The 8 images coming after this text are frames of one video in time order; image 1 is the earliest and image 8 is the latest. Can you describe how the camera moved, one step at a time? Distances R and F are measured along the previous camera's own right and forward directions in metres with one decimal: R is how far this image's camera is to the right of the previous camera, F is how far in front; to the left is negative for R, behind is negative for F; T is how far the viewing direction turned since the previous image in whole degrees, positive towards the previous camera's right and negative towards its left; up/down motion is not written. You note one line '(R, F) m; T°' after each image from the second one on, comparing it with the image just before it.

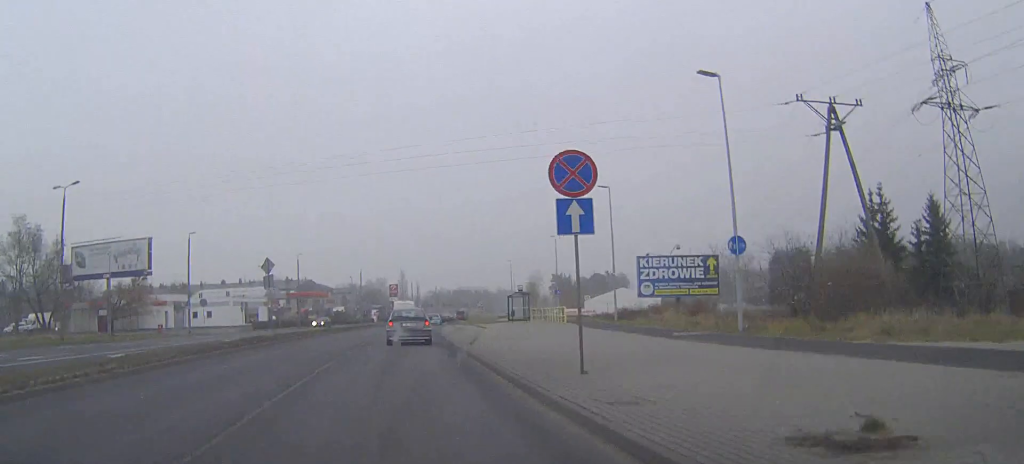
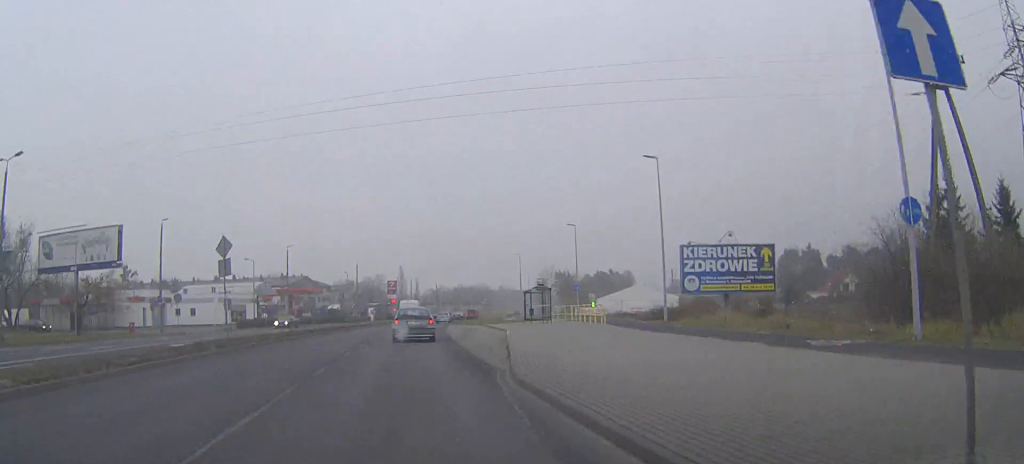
(-0.2, +8.5) m; -1°
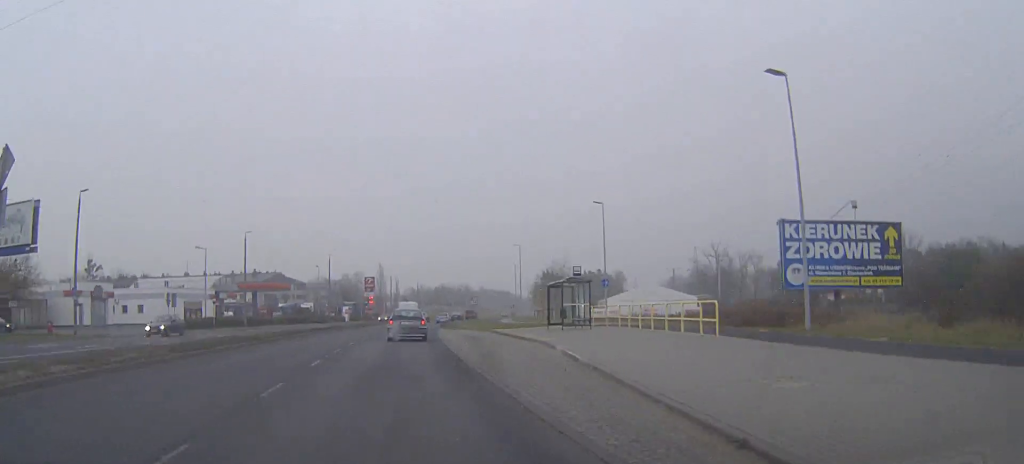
(0.0, +14.8) m; +1°
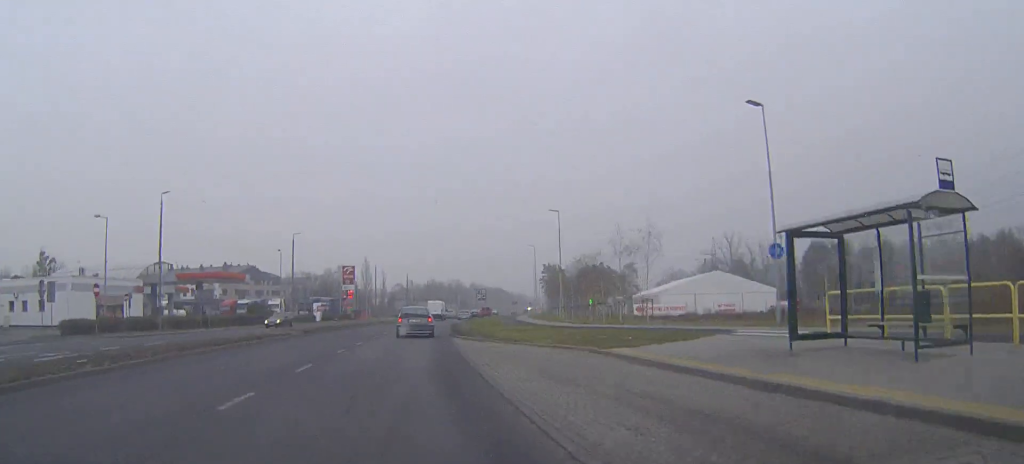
(+0.4, +25.1) m; +2°
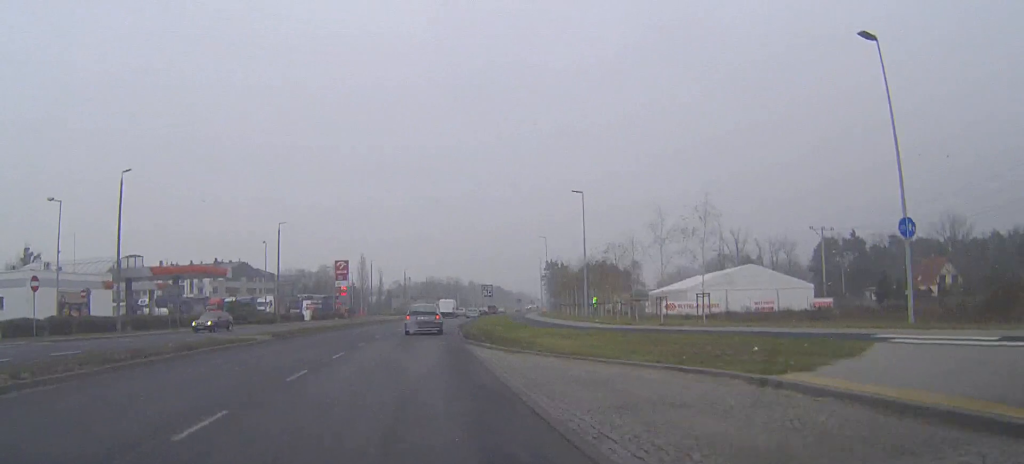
(0.0, +8.1) m; +1°
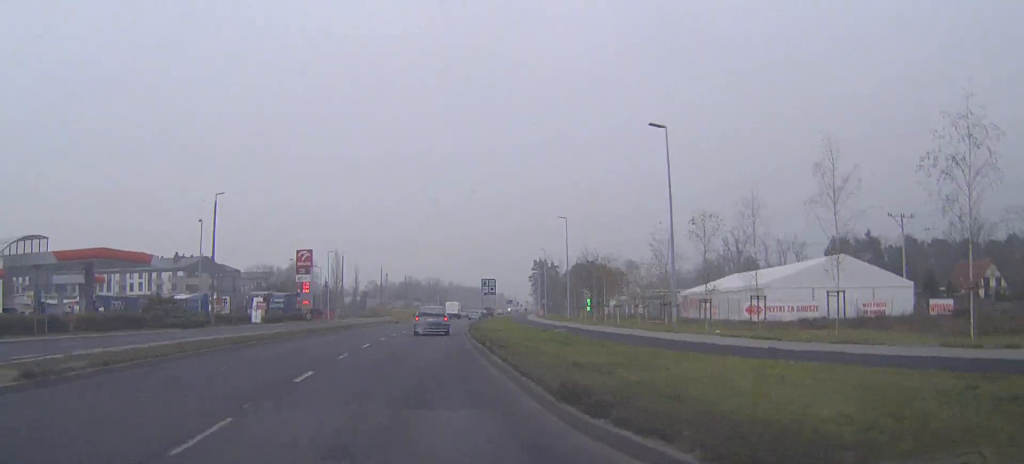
(+0.2, +18.4) m; +2°
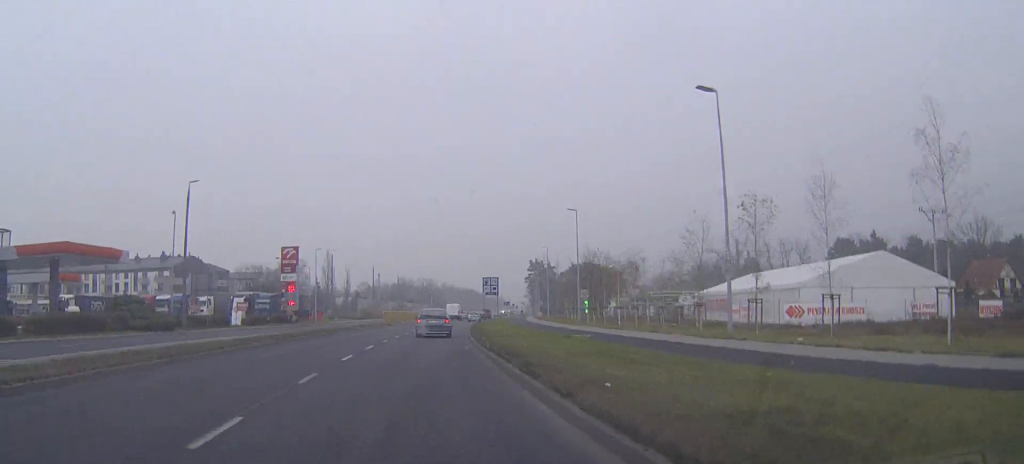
(0.0, +5.8) m; +1°
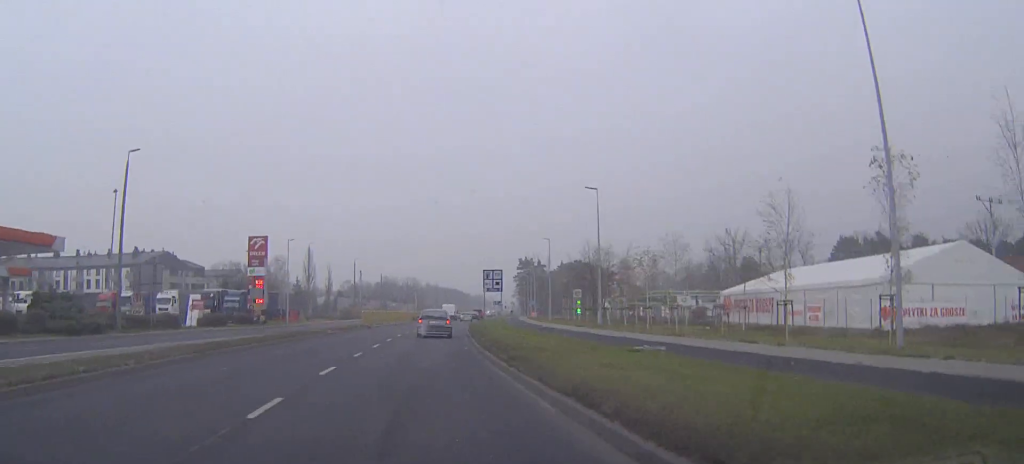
(0.0, +9.9) m; +1°
